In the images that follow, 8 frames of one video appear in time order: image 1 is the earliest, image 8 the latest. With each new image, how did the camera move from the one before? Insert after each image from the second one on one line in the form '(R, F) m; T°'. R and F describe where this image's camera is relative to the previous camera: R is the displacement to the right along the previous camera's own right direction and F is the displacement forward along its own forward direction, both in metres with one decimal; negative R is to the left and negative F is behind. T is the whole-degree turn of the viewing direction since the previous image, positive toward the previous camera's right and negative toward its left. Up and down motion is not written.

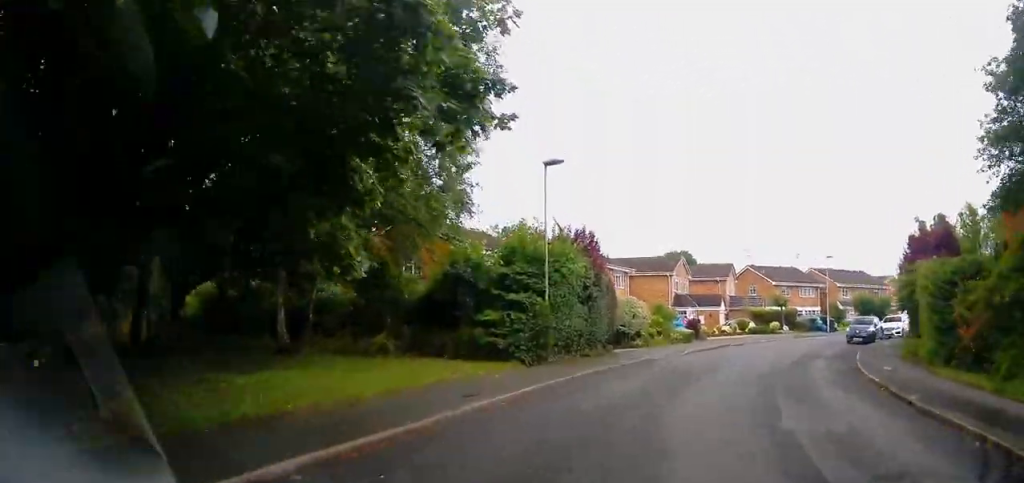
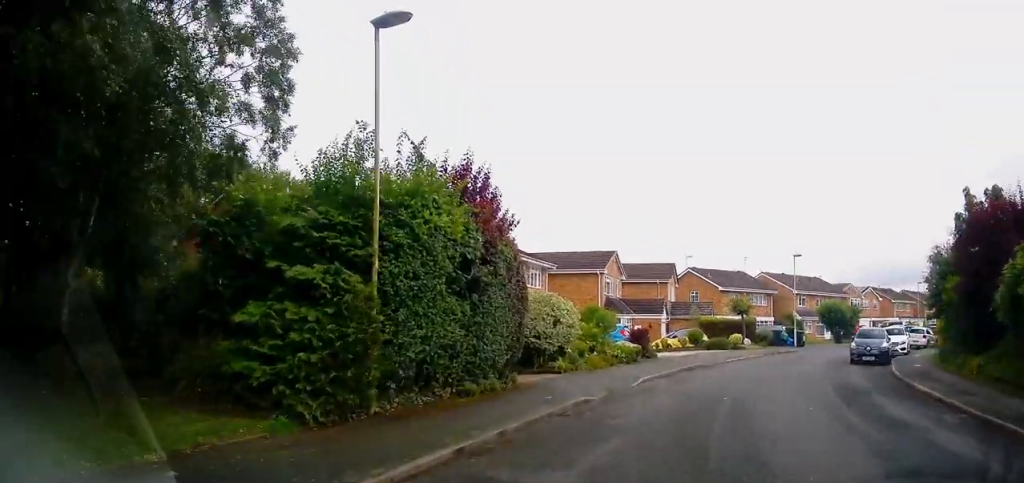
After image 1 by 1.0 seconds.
(+0.2, +9.6) m; +8°
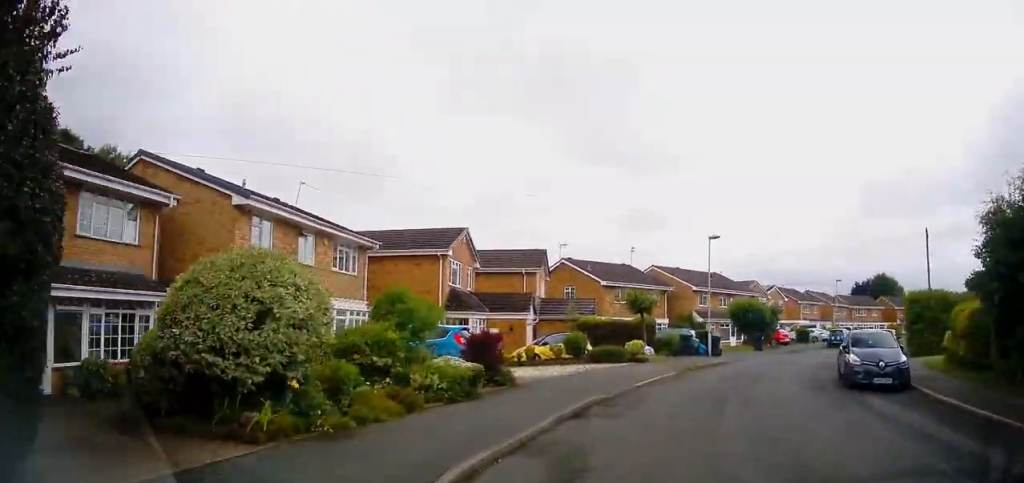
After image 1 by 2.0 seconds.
(+1.3, +10.0) m; +13°
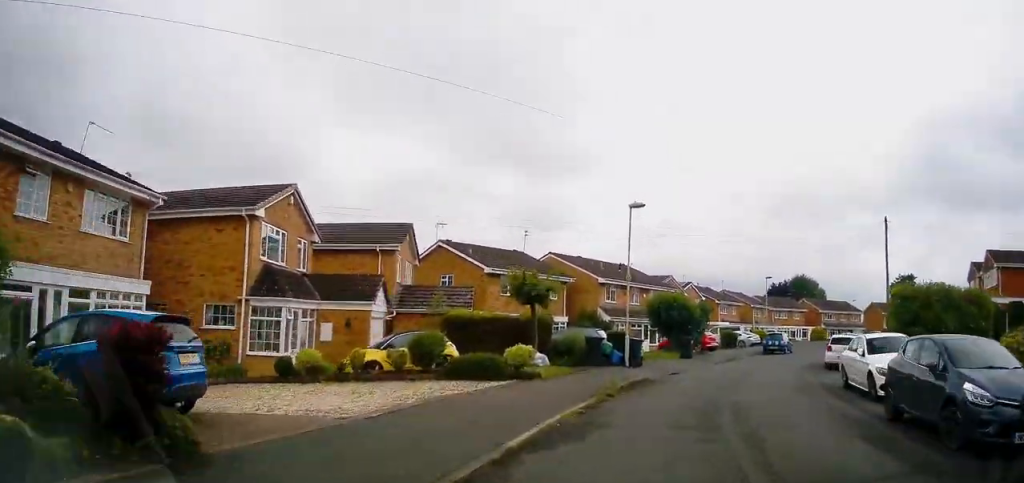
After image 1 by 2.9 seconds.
(+0.6, +8.1) m; +8°
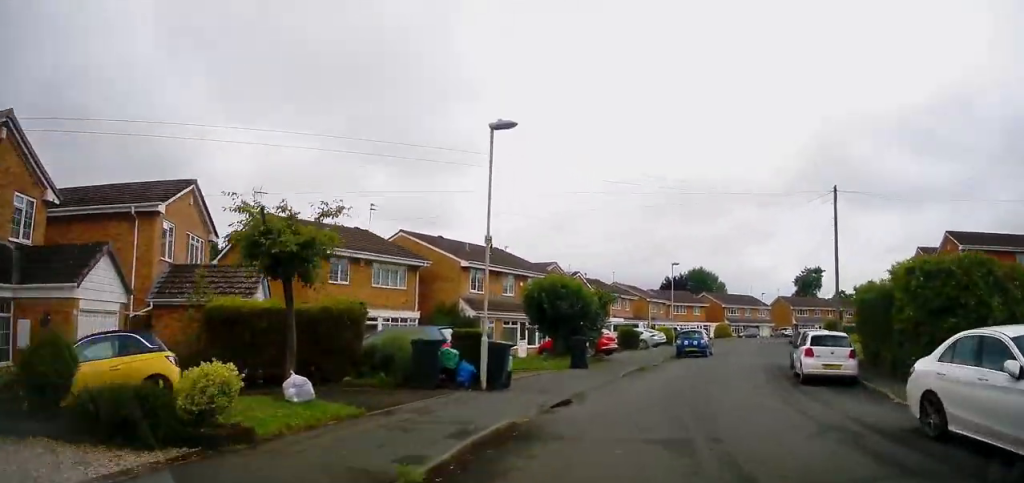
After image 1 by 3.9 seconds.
(+0.6, +8.8) m; +10°
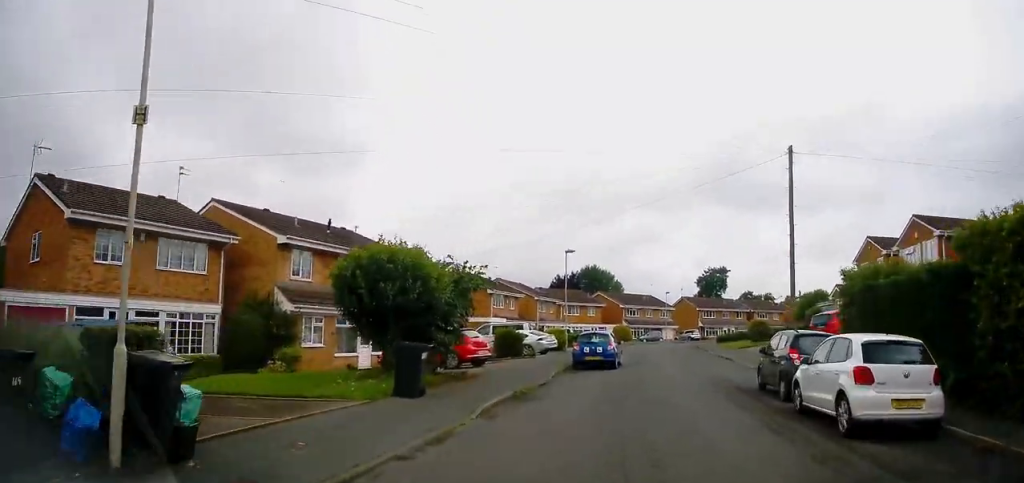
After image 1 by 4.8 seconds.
(+0.9, +8.7) m; +12°
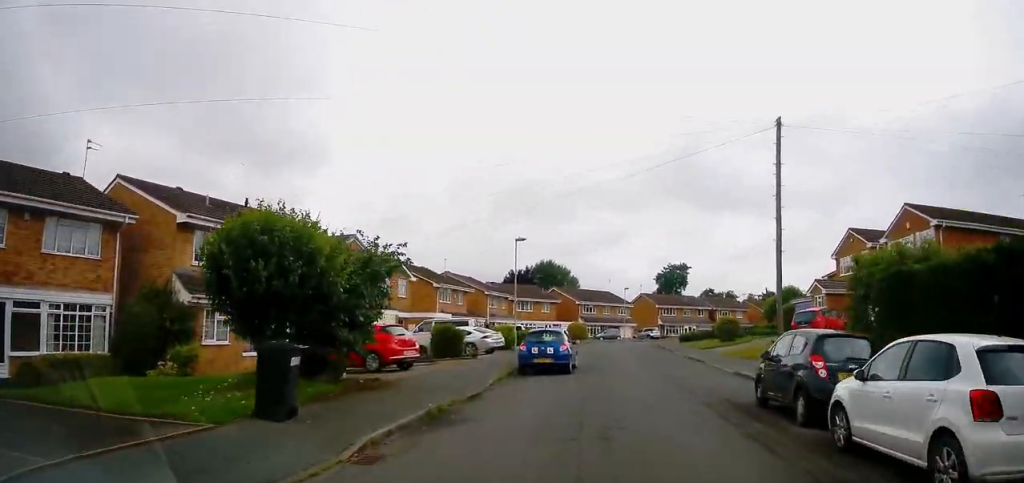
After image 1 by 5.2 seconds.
(0.0, +3.7) m; +5°
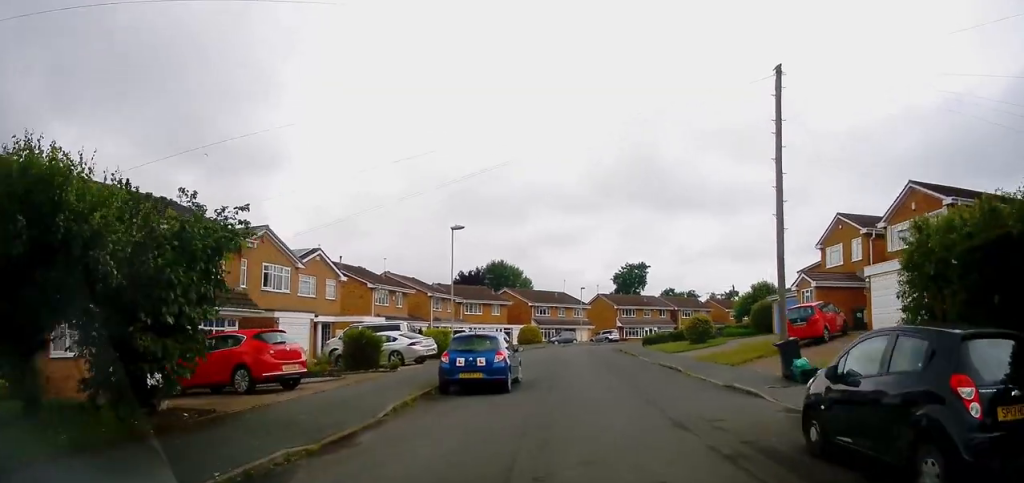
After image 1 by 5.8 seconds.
(+0.4, +4.8) m; +2°
